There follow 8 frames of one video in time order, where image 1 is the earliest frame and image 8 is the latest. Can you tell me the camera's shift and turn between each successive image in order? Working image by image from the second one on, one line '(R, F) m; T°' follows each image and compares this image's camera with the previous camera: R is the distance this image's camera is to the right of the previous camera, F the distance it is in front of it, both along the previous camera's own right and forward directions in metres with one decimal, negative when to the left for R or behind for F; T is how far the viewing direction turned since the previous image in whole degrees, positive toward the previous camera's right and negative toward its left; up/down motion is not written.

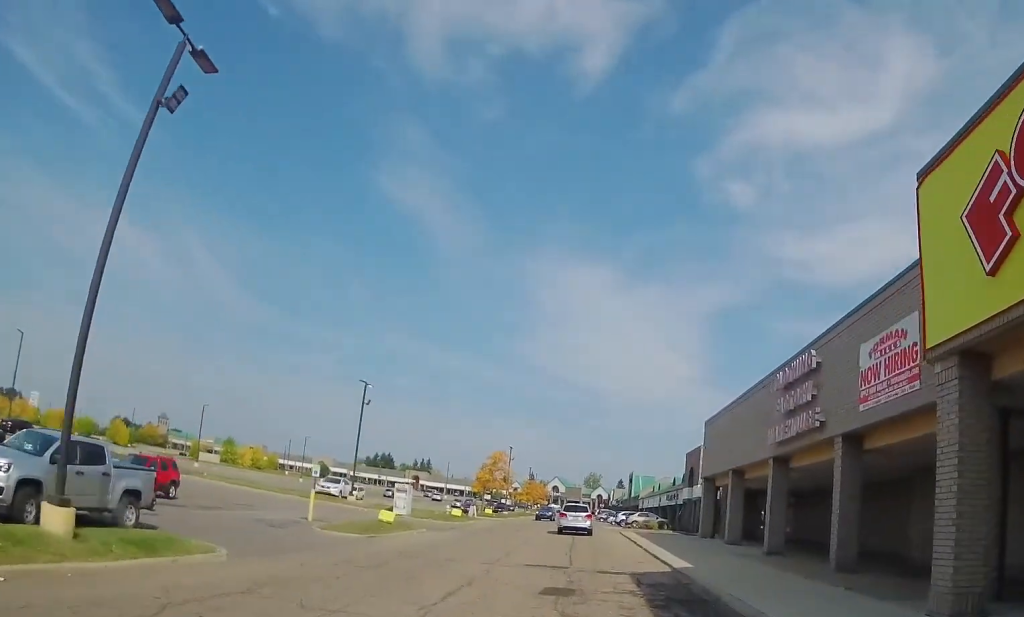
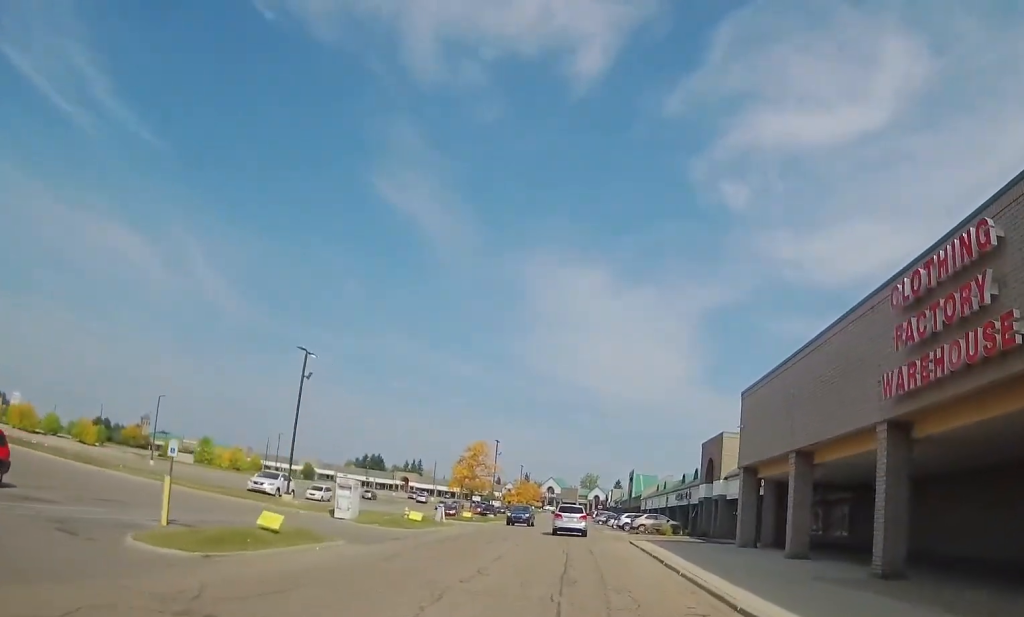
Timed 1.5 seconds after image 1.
(-0.3, +10.9) m; -1°
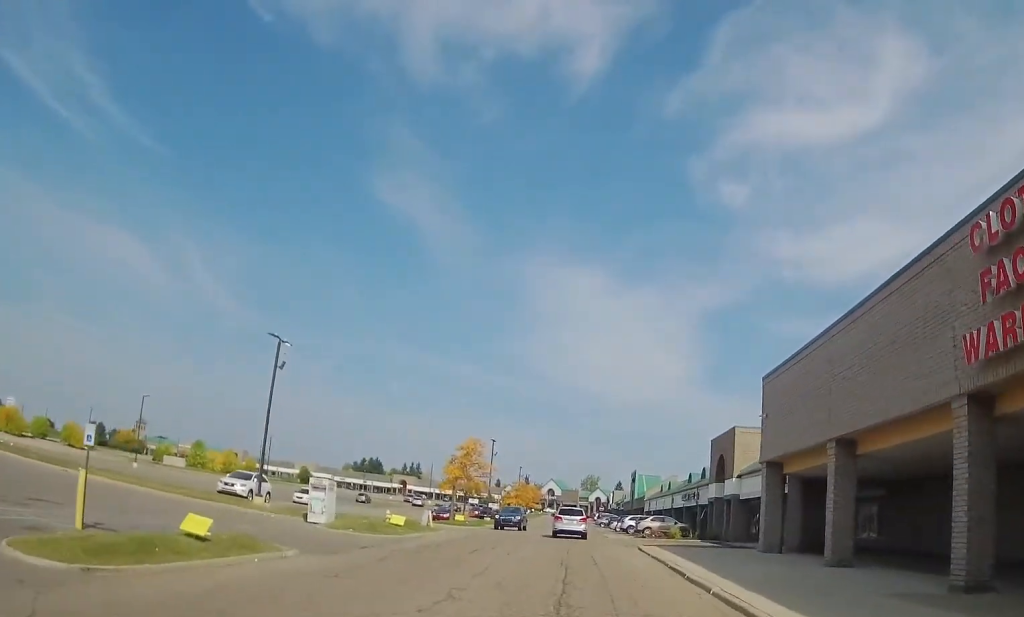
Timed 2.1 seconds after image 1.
(+0.1, +3.9) m; +1°
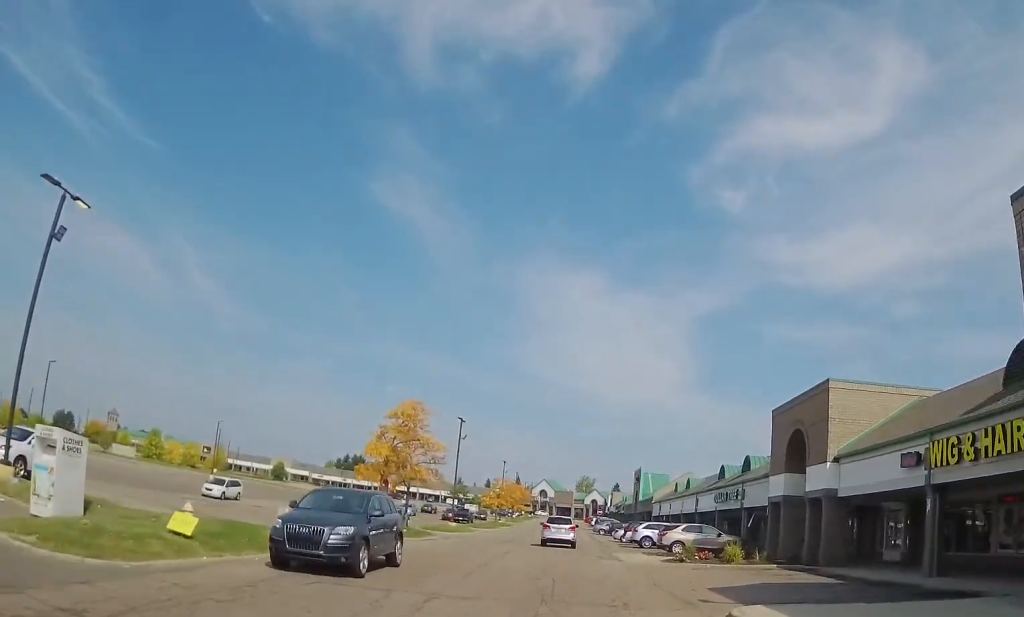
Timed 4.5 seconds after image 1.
(+0.6, +18.4) m; +3°
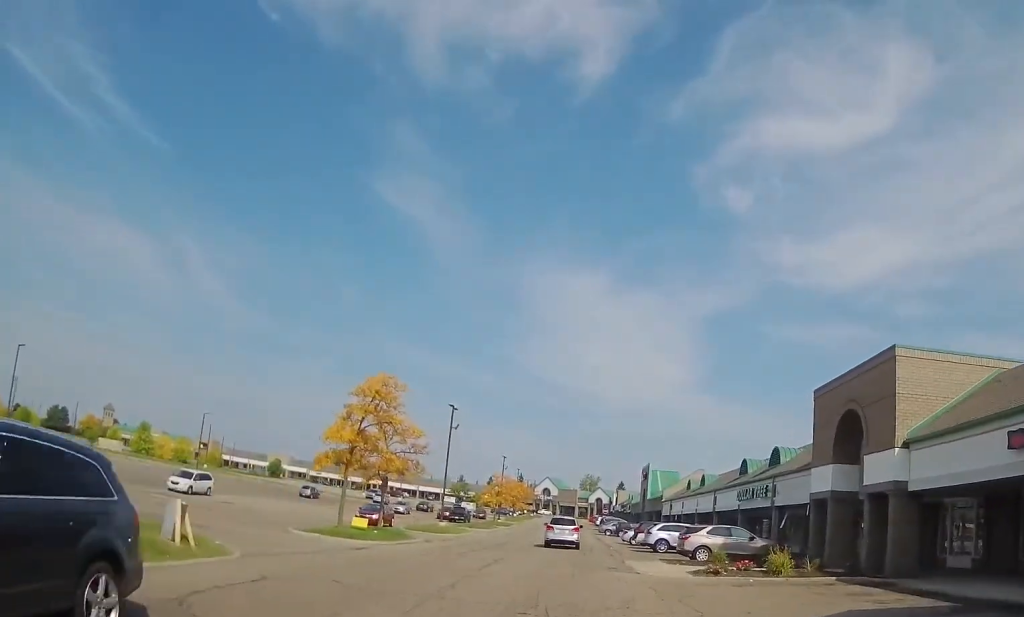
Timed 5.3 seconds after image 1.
(0.0, +6.0) m; 0°
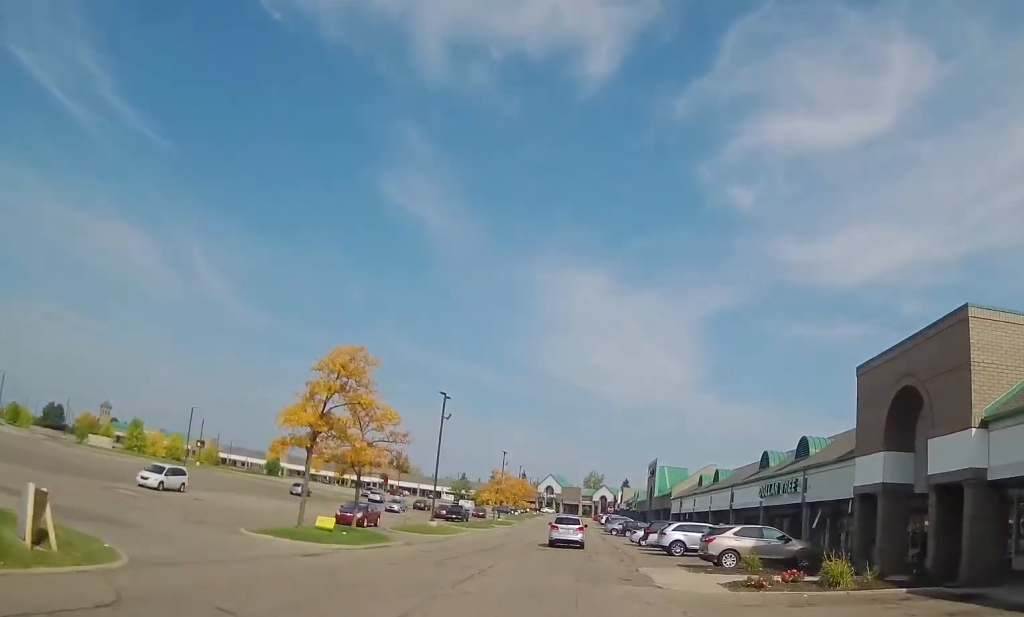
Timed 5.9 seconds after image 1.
(0.0, +4.6) m; -2°
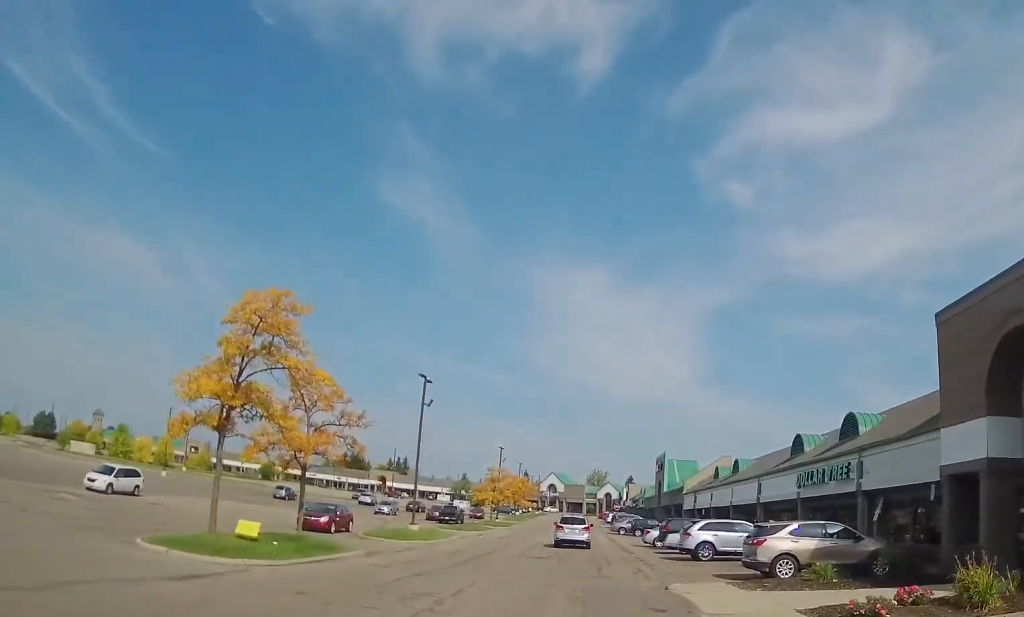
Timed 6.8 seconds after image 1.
(-0.2, +6.5) m; -1°
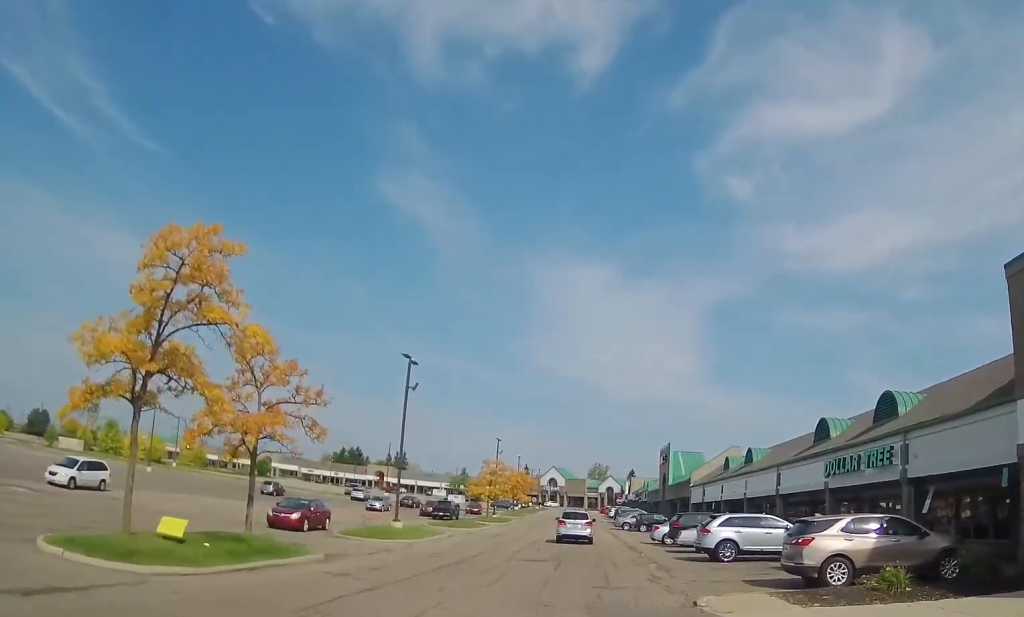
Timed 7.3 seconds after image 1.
(-0.1, +3.9) m; 0°
